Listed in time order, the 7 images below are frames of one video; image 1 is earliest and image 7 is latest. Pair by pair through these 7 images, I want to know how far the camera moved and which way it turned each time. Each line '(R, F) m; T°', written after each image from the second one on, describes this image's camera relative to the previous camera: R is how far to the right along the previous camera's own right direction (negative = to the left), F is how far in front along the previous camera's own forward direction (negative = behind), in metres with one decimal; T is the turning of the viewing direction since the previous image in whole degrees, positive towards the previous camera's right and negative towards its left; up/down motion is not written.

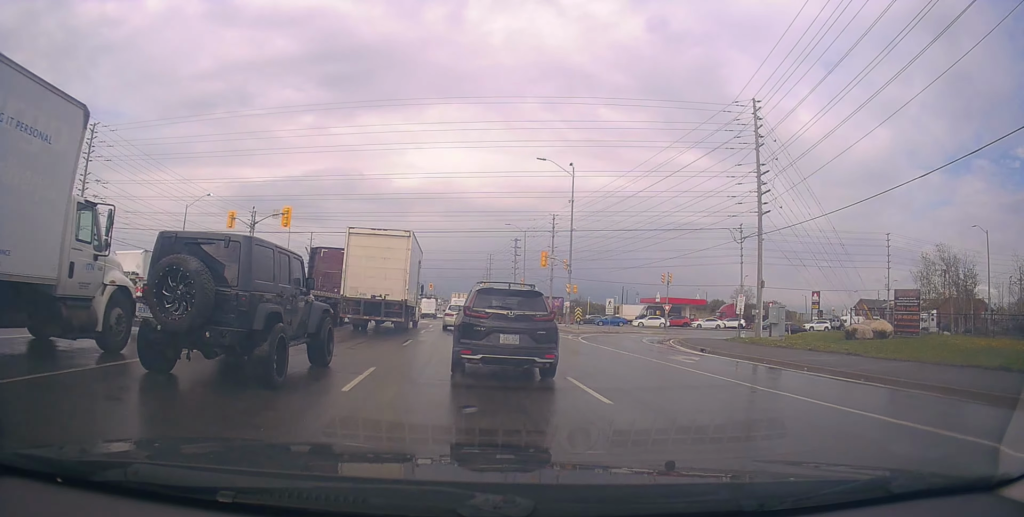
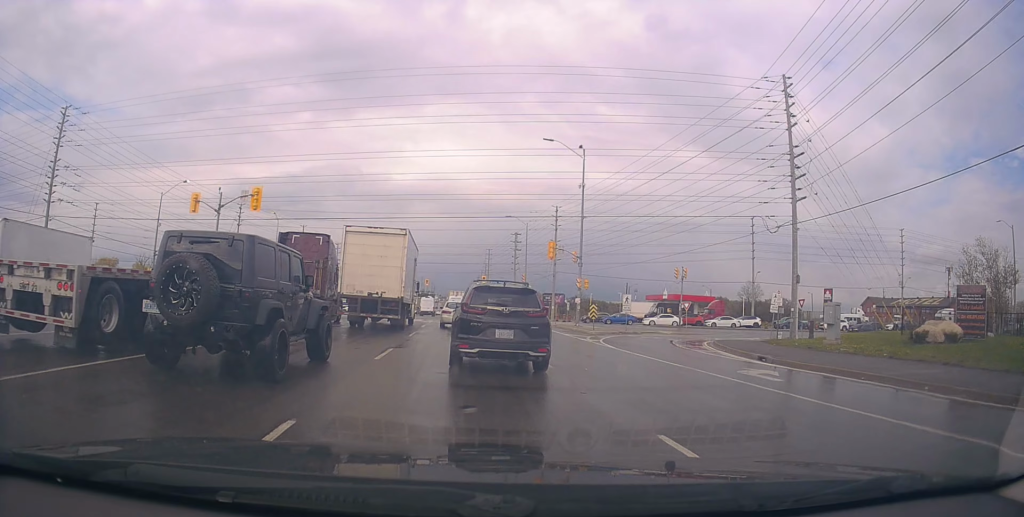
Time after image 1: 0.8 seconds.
(+0.2, +5.0) m; 0°
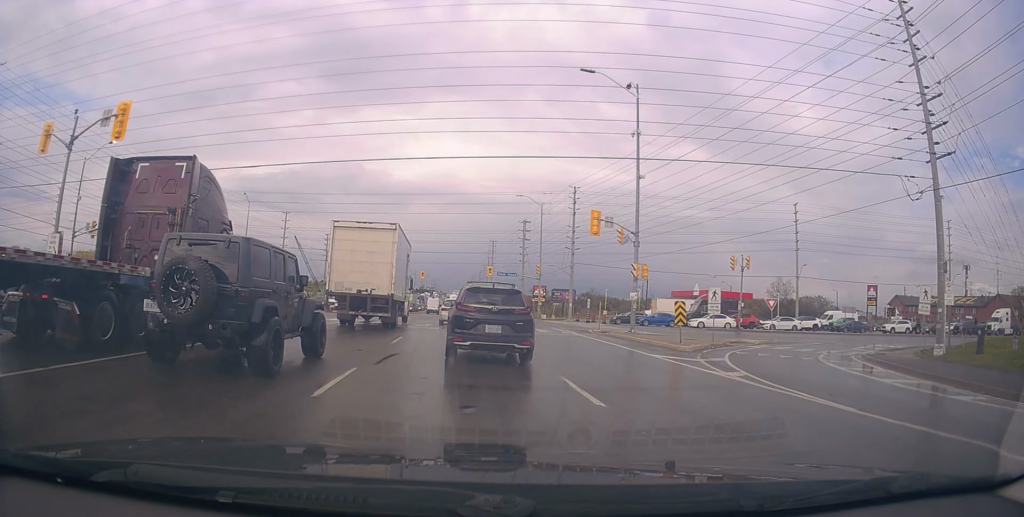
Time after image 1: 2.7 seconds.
(+1.2, +13.6) m; +5°
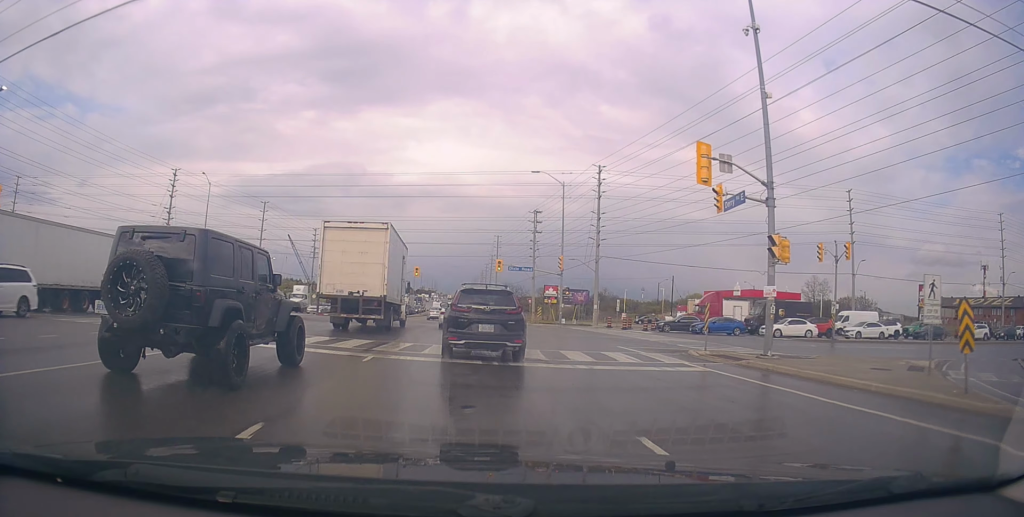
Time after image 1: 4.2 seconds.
(-1.2, +13.4) m; -5°
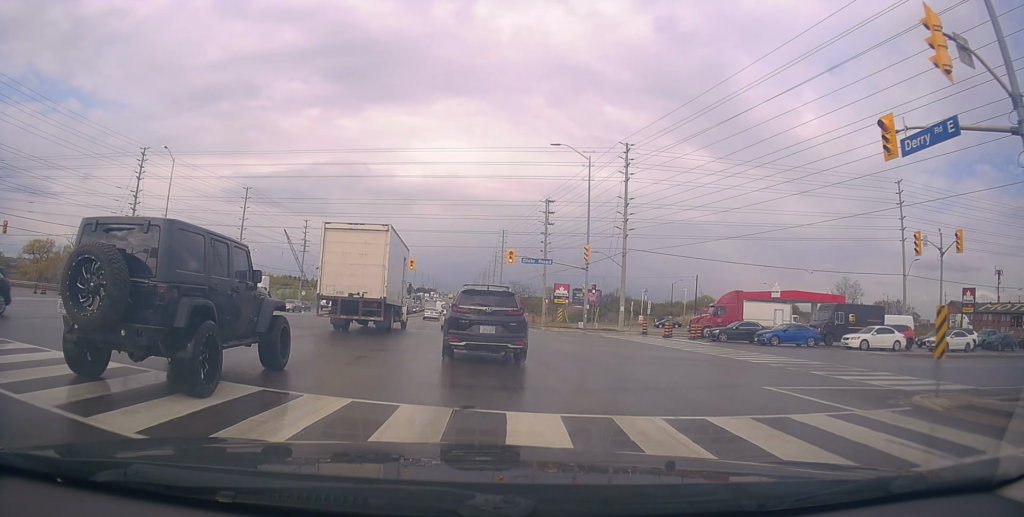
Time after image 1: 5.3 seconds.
(0.0, +10.1) m; -1°
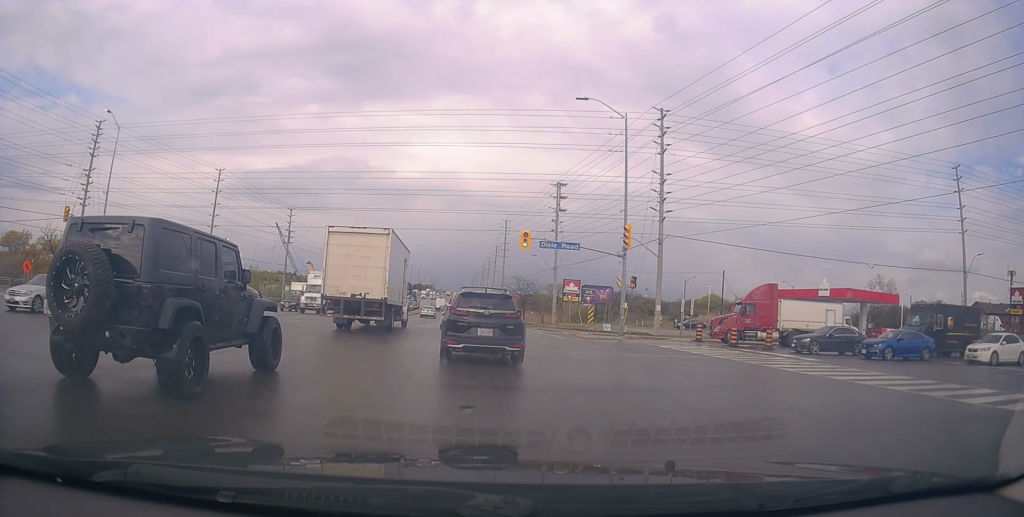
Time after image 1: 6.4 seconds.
(-0.2, +11.0) m; 0°
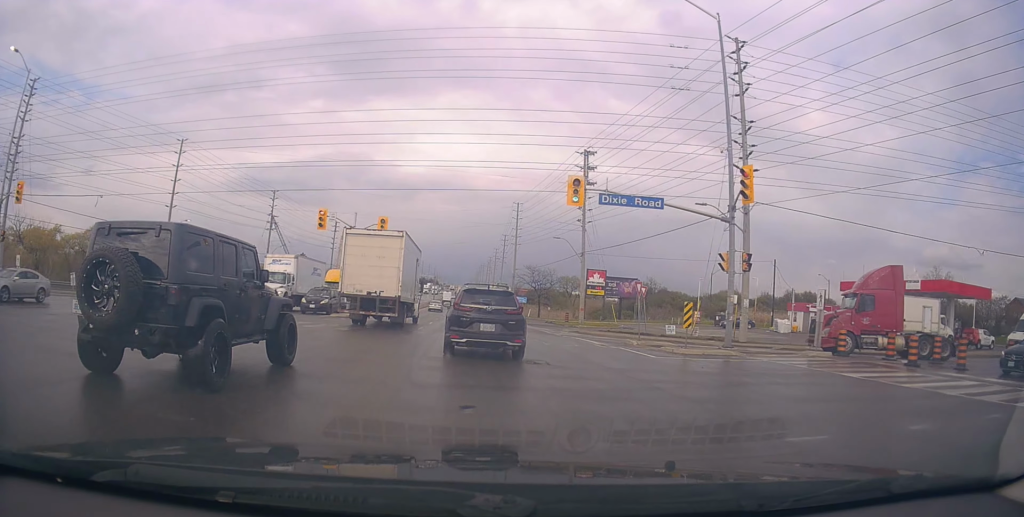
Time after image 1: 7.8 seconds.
(+0.4, +13.4) m; +4°
